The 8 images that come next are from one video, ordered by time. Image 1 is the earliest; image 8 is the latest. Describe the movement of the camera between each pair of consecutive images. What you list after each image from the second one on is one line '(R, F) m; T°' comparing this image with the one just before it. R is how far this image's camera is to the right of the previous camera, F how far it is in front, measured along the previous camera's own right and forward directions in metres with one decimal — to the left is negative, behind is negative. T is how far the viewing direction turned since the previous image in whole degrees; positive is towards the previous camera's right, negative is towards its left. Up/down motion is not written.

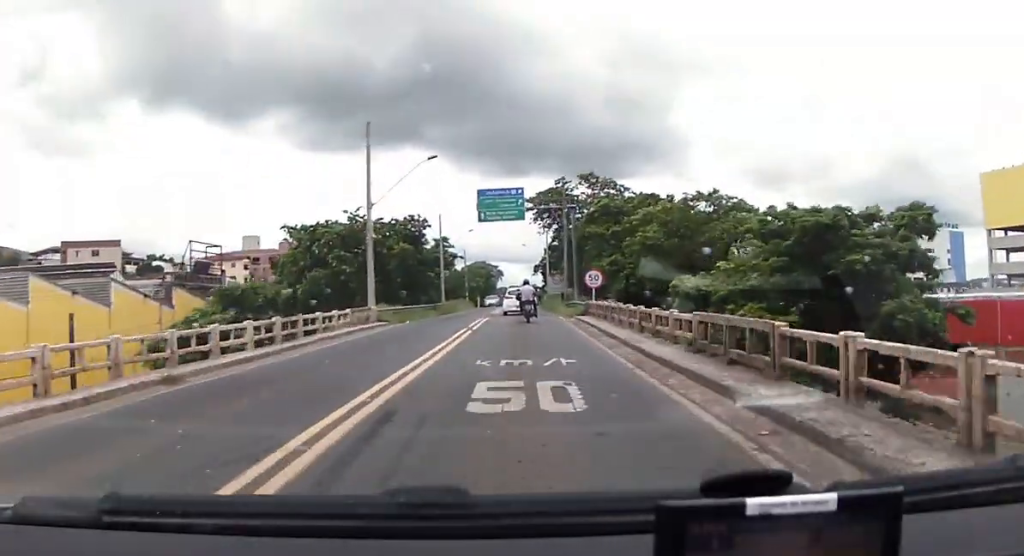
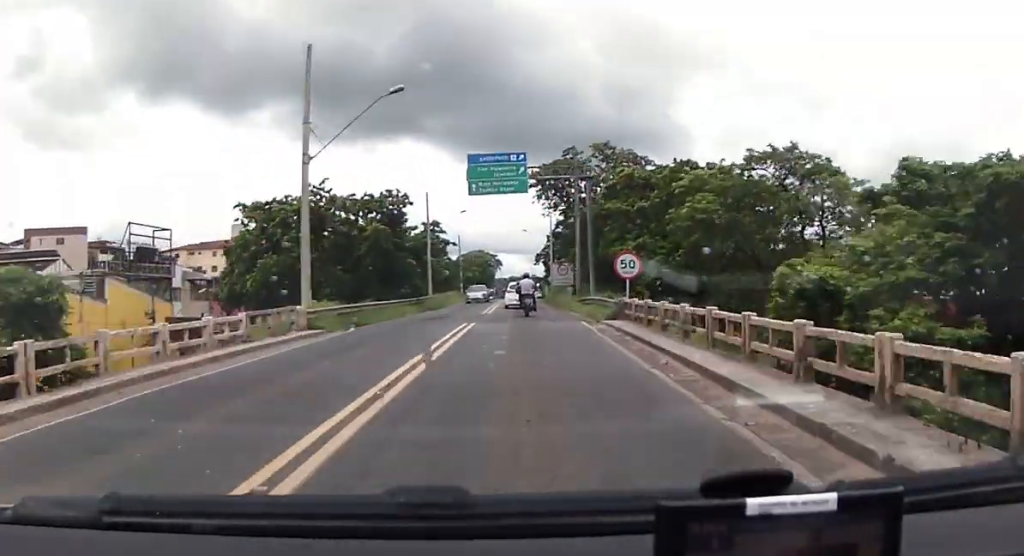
(-0.3, +11.1) m; +1°
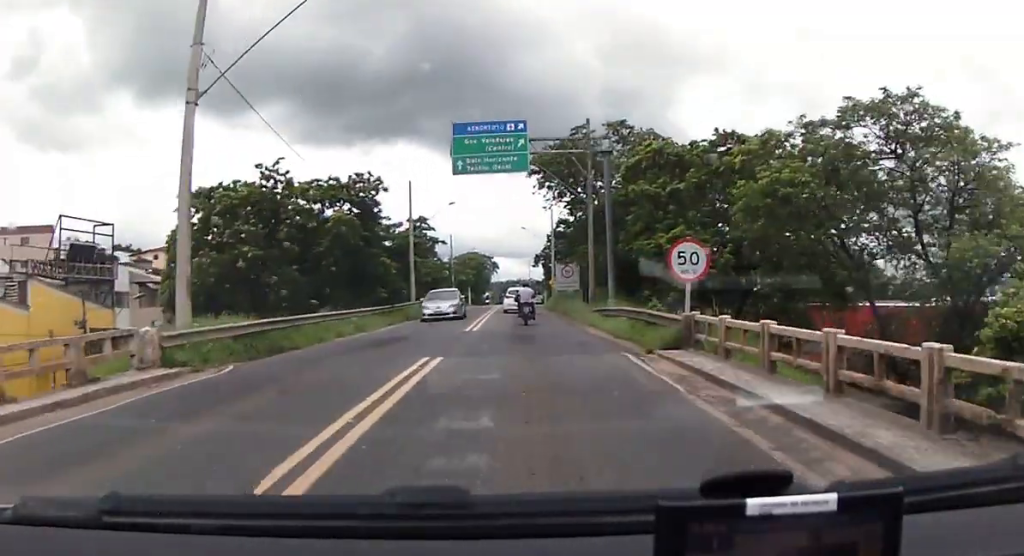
(+0.3, +9.1) m; +1°
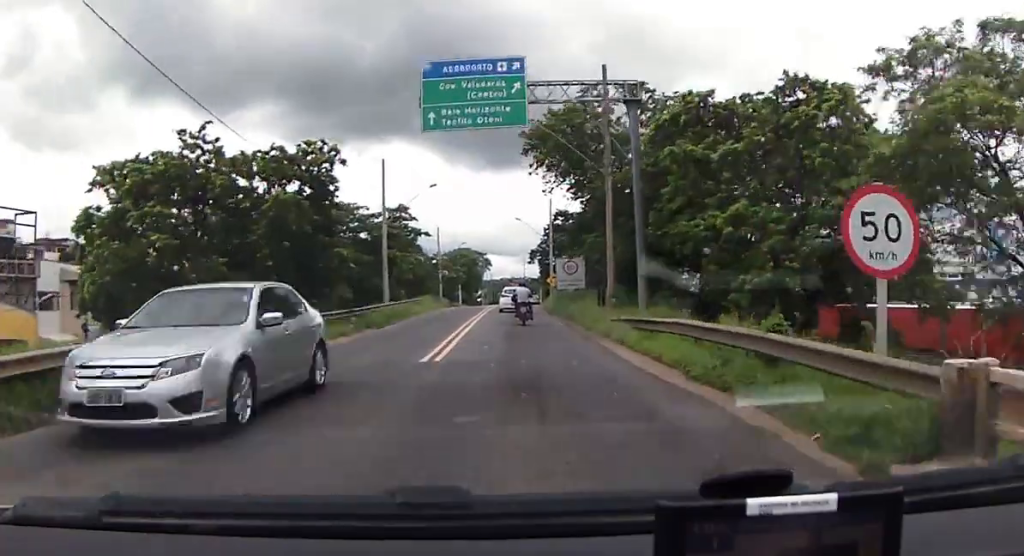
(0.0, +9.1) m; 0°
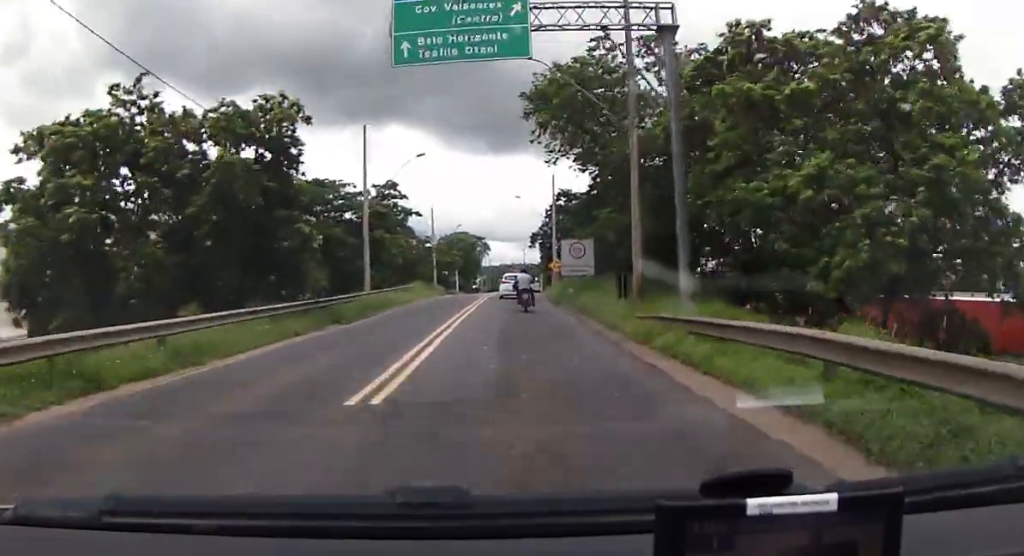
(-0.4, +5.8) m; 0°
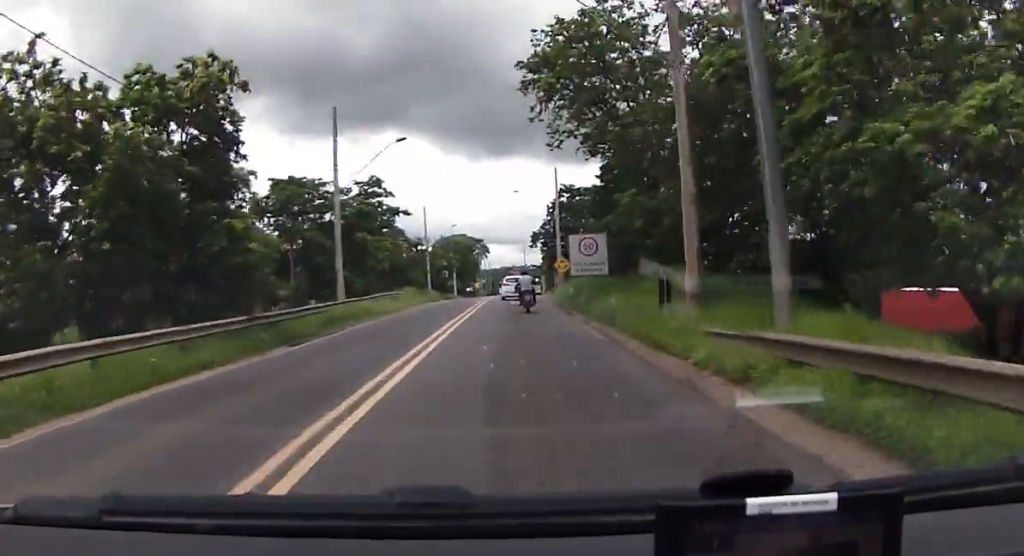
(+0.3, +6.5) m; +2°
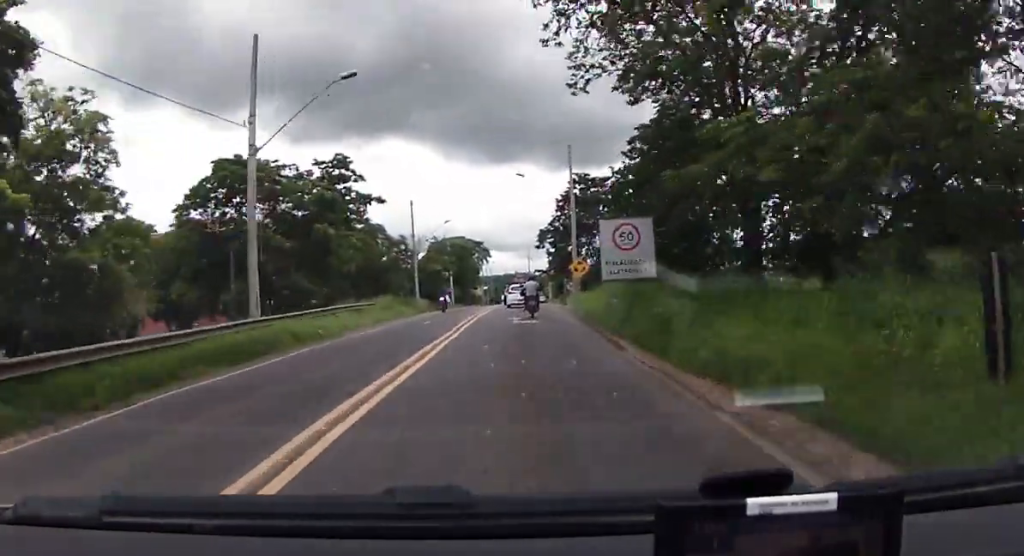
(+0.4, +11.9) m; -1°
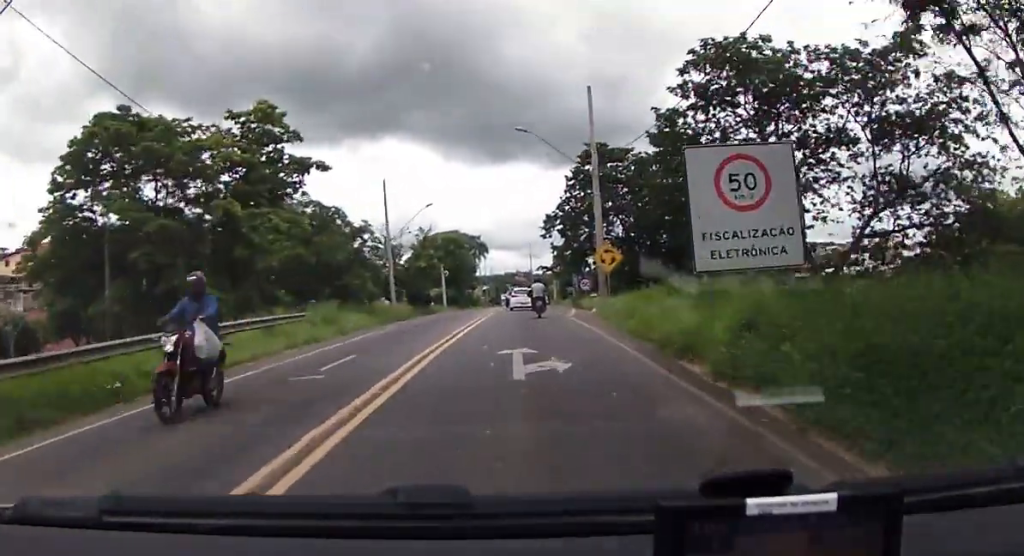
(-0.7, +13.4) m; -3°
